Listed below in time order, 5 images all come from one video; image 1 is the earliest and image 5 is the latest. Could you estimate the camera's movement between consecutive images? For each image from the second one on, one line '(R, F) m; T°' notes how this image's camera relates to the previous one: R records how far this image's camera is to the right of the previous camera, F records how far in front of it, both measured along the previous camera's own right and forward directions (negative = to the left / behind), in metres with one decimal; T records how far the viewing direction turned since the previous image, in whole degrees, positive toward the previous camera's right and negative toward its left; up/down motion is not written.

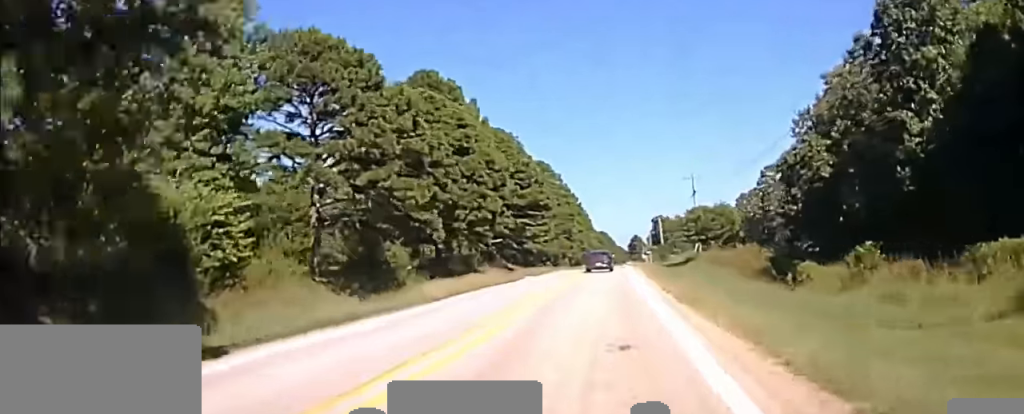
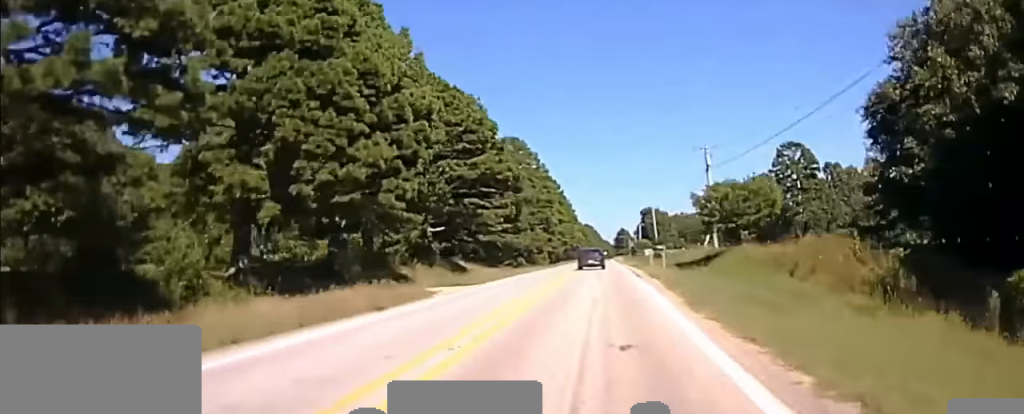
(0.0, +20.3) m; 0°
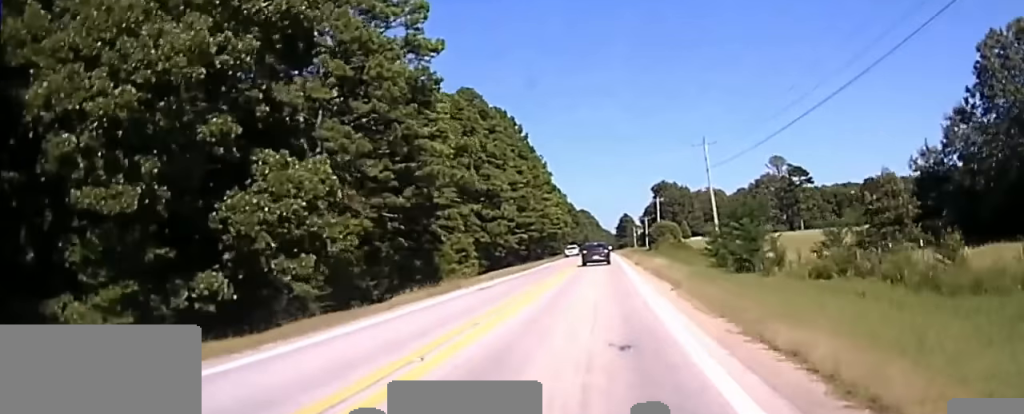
(+0.8, +72.9) m; 0°
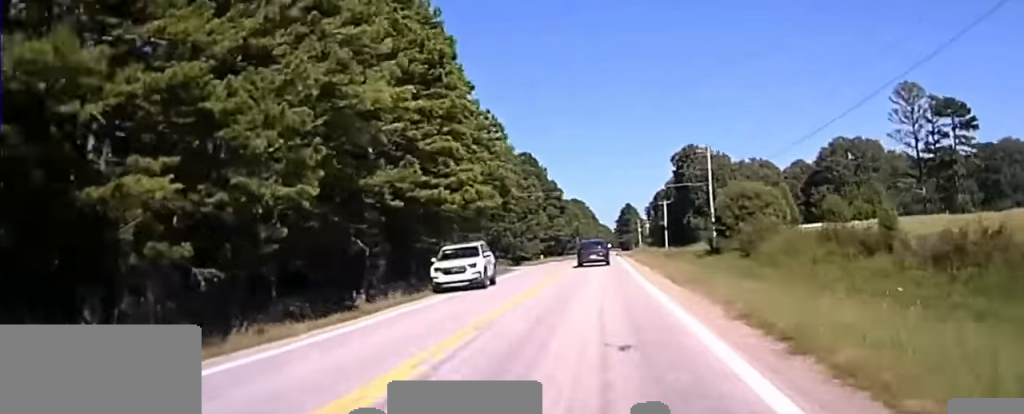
(-0.2, +93.4) m; 0°
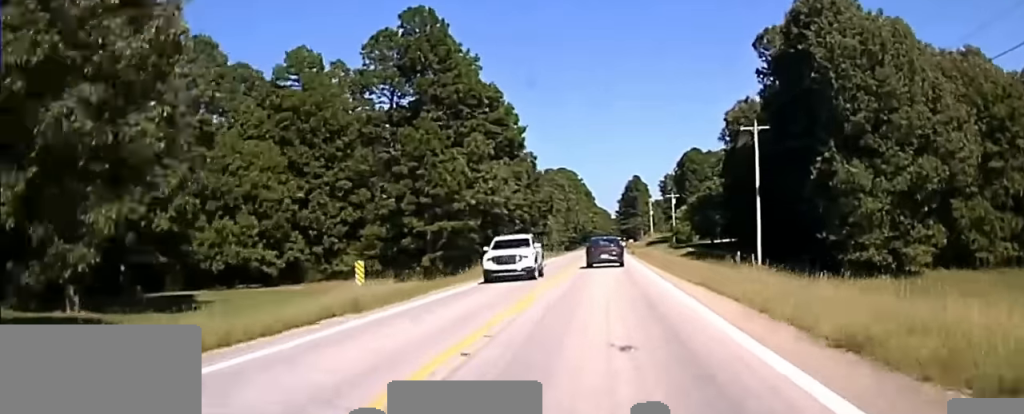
(-0.3, +121.0) m; 0°
